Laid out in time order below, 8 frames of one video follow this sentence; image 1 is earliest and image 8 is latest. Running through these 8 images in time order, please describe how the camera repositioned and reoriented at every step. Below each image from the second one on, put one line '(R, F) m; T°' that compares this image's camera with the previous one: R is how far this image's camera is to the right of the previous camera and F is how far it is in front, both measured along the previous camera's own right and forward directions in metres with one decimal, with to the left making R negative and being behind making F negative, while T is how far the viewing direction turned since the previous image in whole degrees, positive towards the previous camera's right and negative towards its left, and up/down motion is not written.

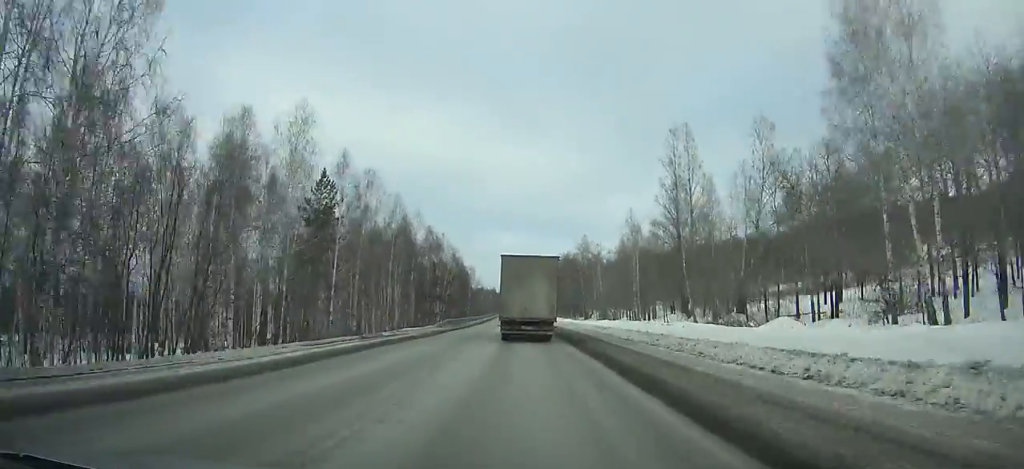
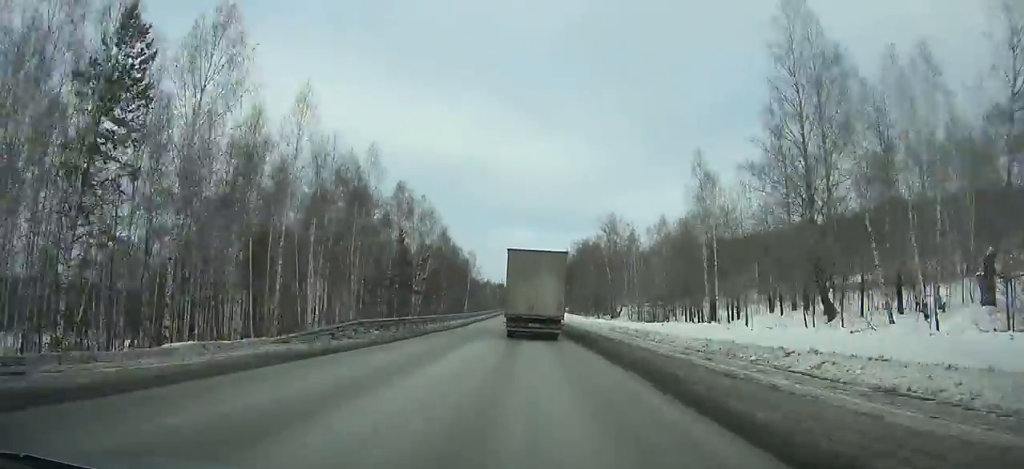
(-0.1, +31.2) m; 0°
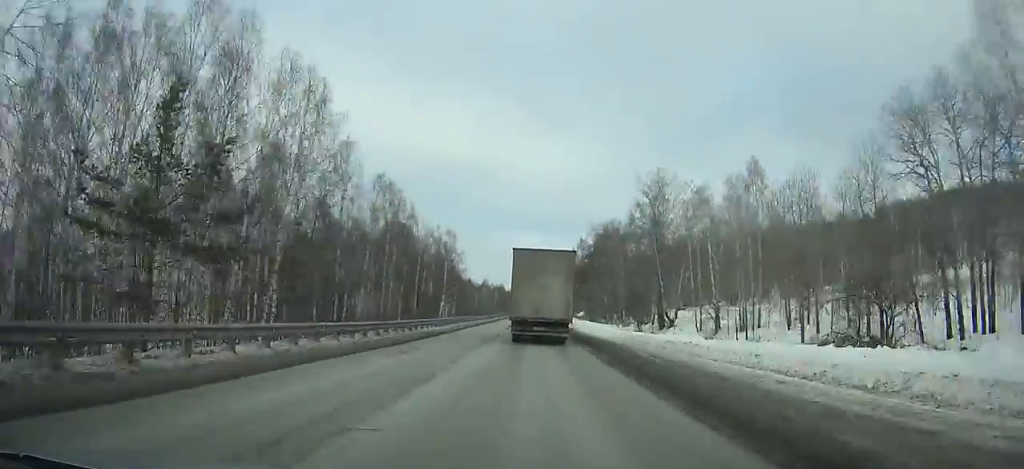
(-0.4, +41.6) m; 0°
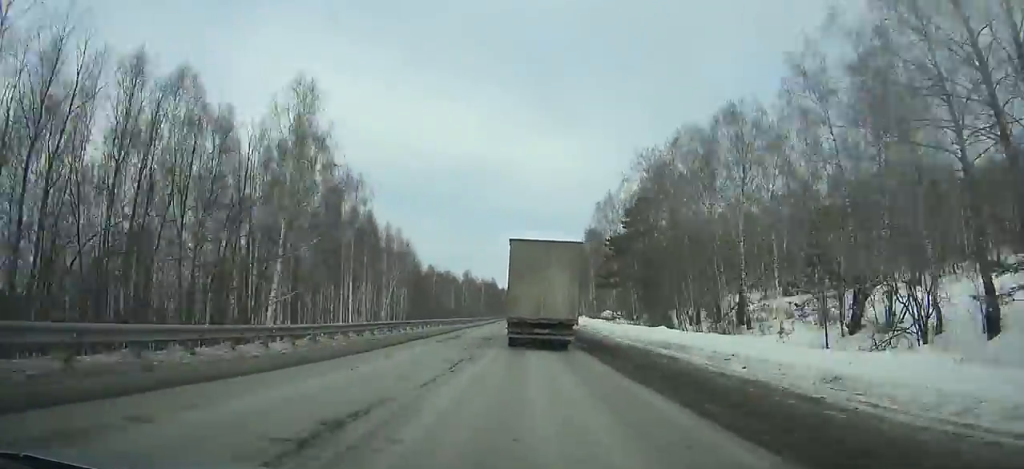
(+0.1, +62.2) m; 0°
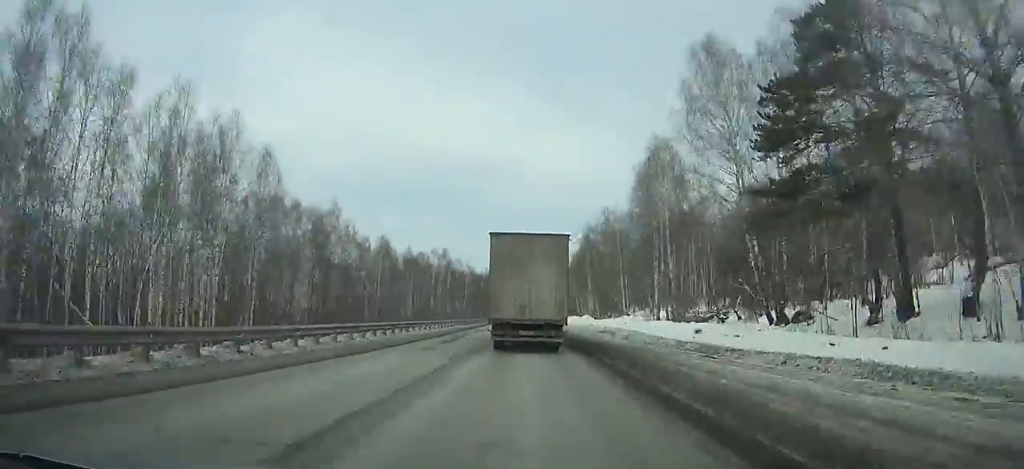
(-0.3, +57.3) m; 0°
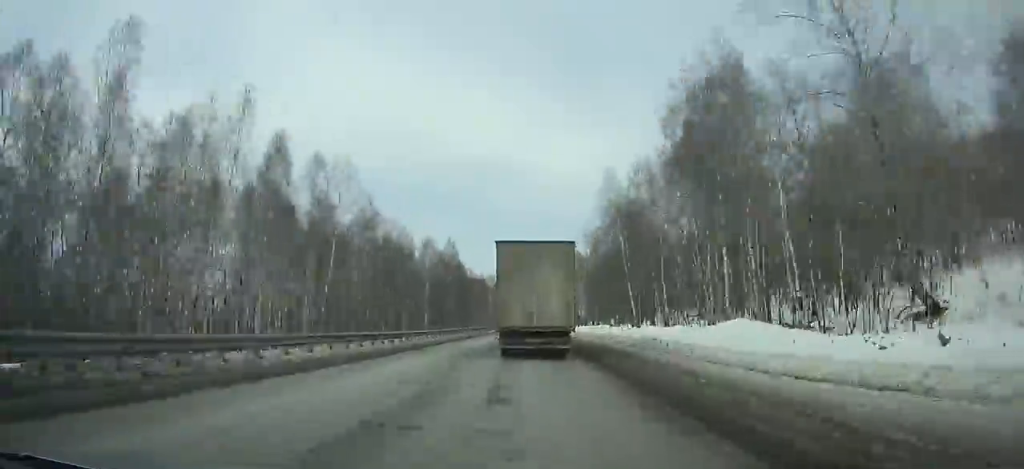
(+0.1, +86.2) m; +1°
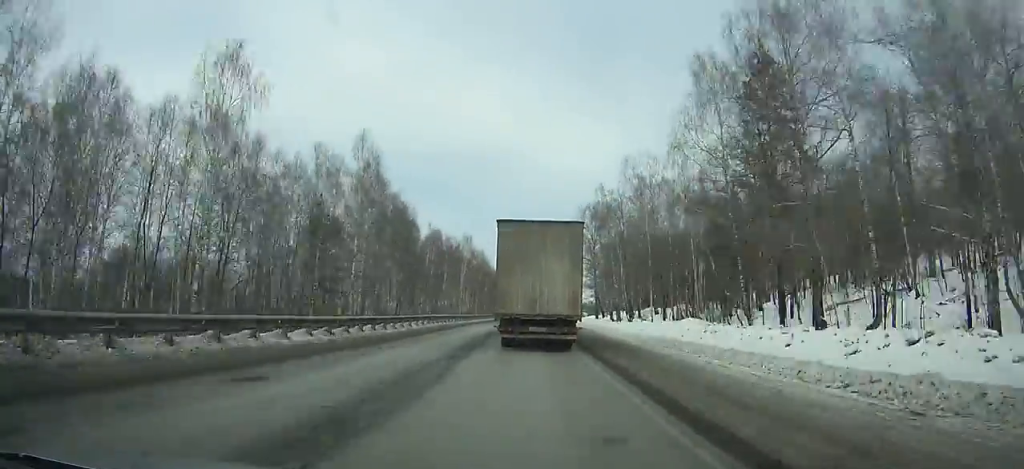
(+0.7, +59.0) m; +1°
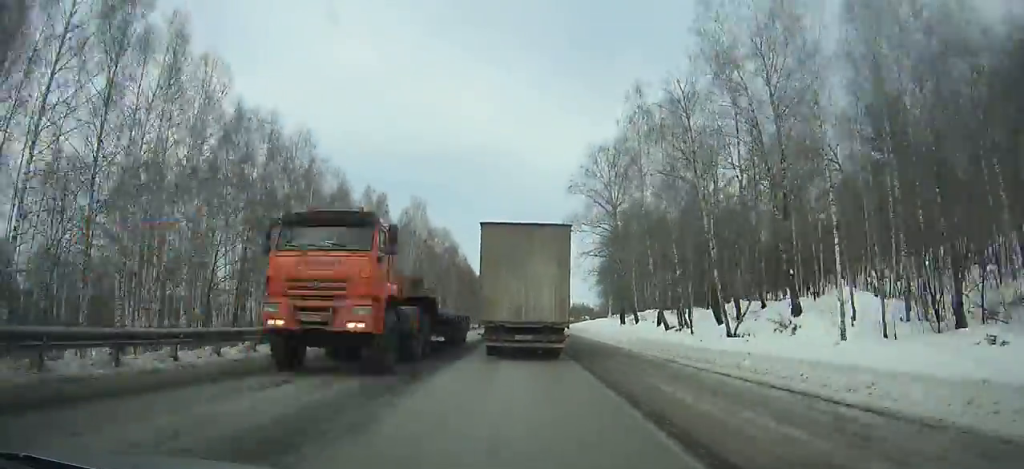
(+0.3, +40.9) m; +1°
